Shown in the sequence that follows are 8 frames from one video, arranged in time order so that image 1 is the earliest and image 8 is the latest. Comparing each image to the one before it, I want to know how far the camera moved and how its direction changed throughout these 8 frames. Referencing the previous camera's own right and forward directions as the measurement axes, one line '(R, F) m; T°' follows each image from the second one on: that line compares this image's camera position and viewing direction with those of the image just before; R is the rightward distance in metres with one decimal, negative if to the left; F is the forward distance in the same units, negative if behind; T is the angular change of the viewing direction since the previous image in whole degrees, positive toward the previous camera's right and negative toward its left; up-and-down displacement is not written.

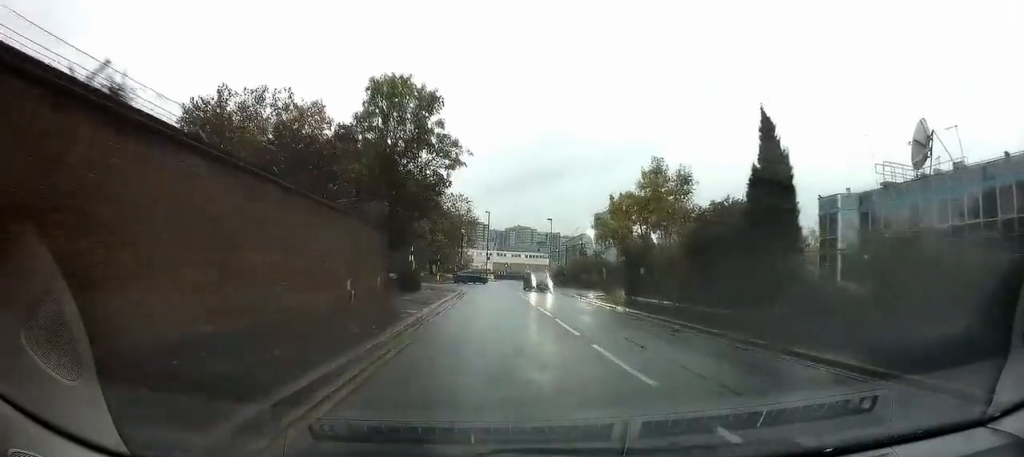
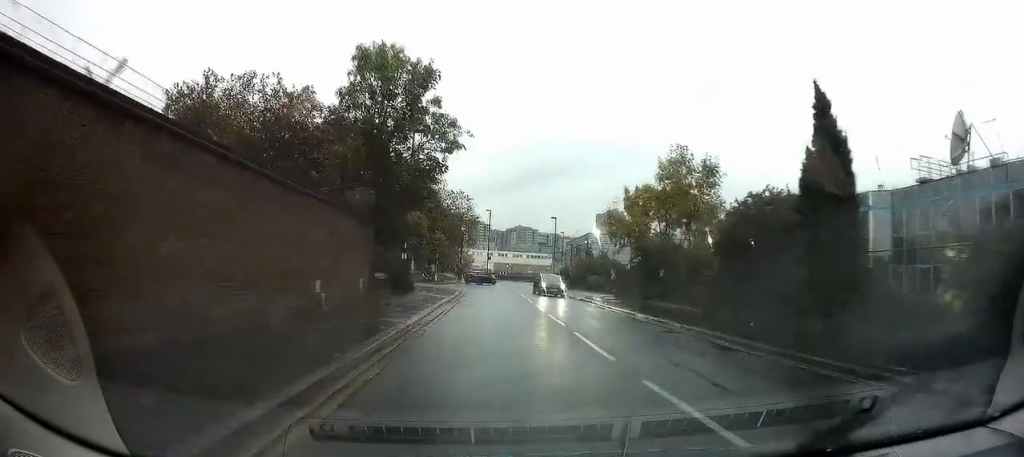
(-0.3, +3.1) m; -2°
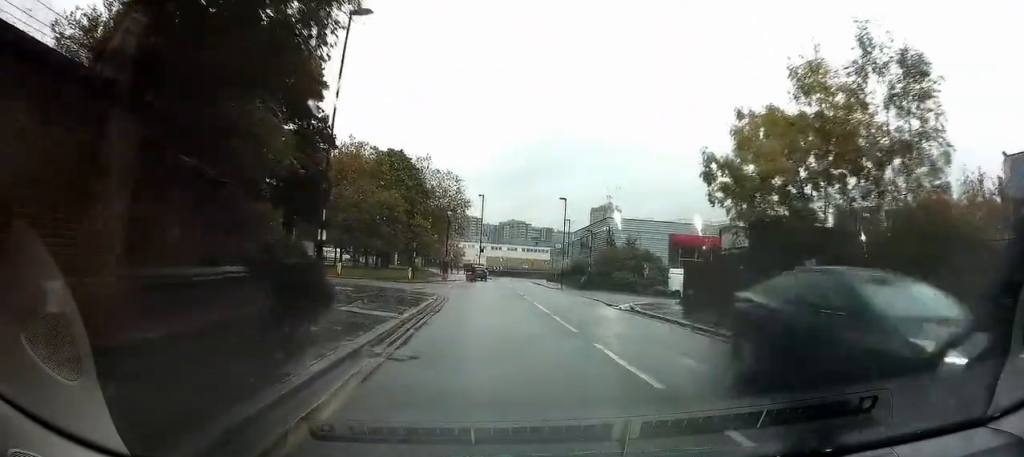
(-0.5, +13.7) m; -1°
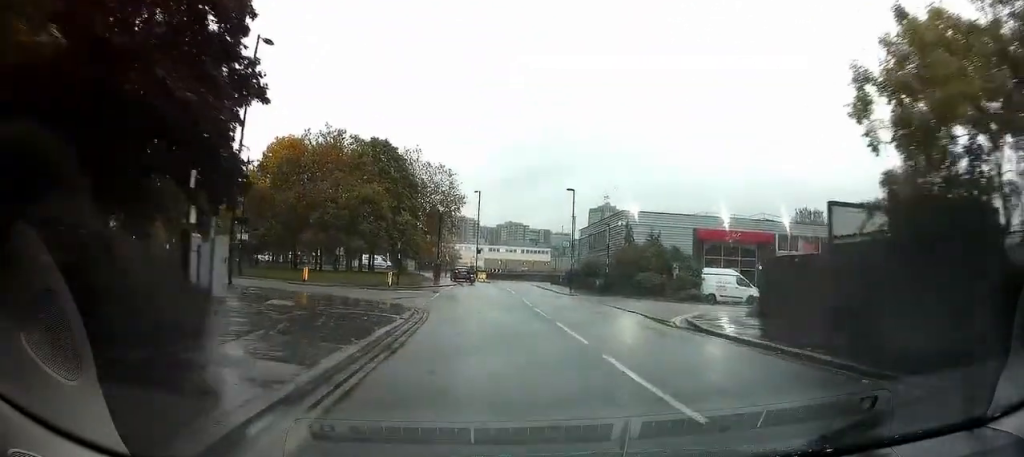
(+0.2, +7.3) m; +4°
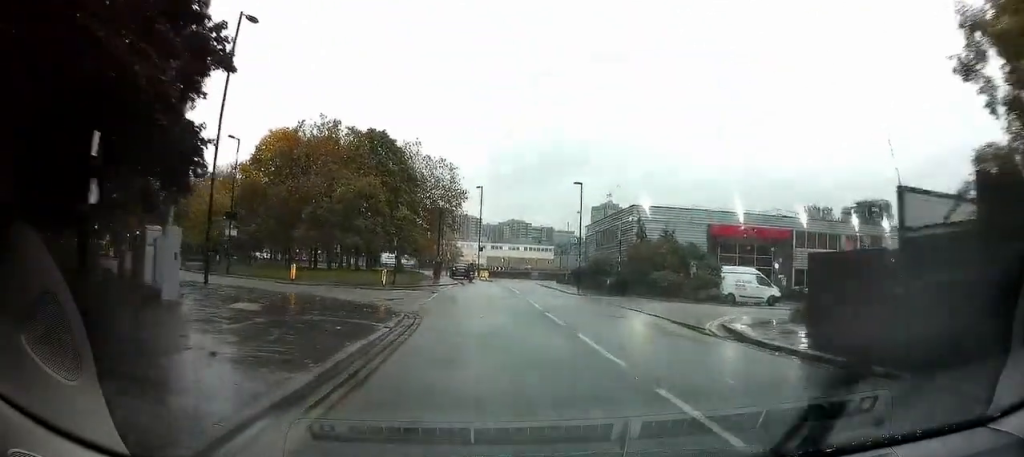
(+0.3, +2.8) m; +2°
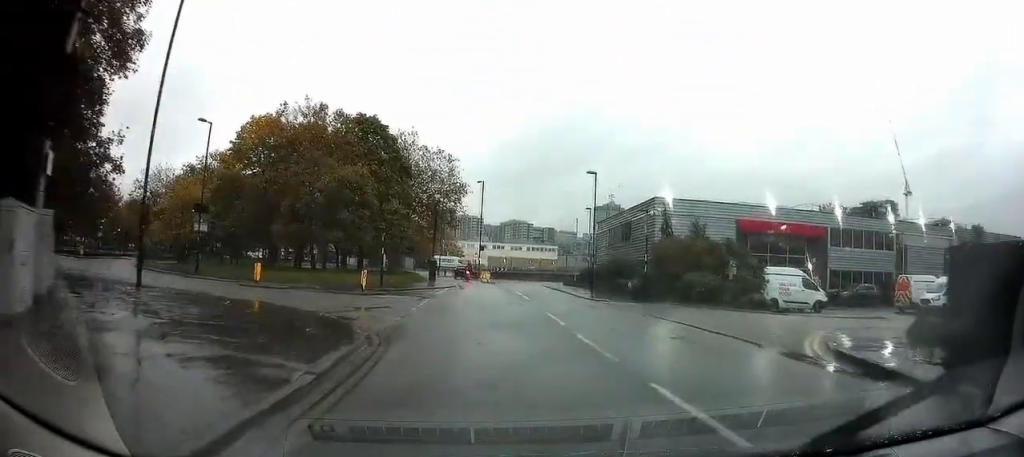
(-0.3, +5.6) m; +1°
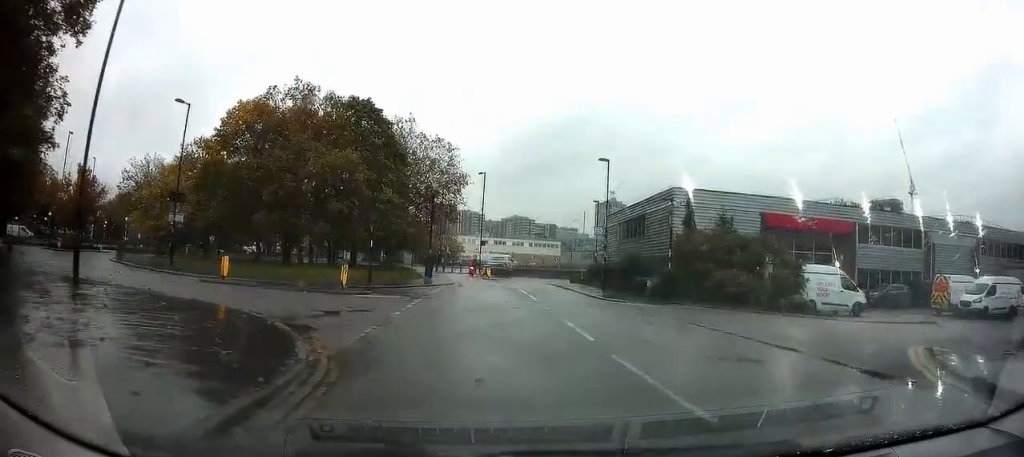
(+0.3, +3.8) m; +5°
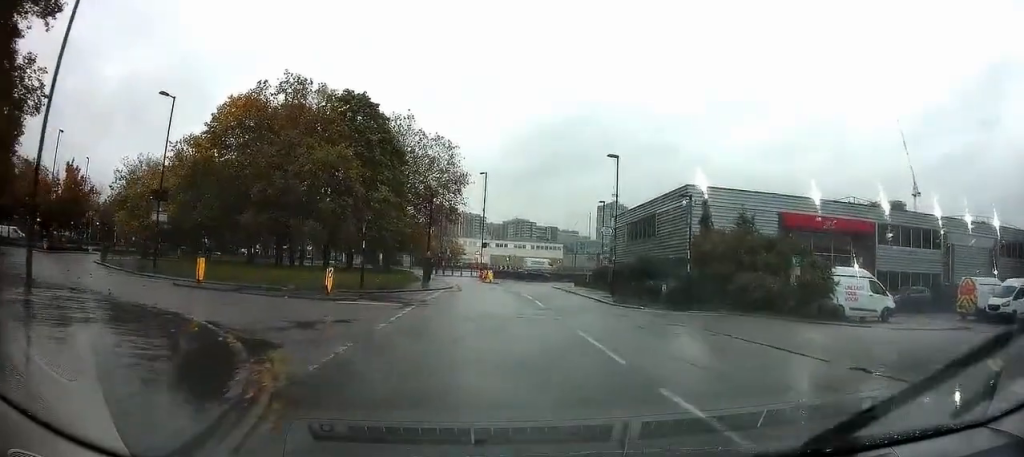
(+0.1, +2.5) m; +1°
